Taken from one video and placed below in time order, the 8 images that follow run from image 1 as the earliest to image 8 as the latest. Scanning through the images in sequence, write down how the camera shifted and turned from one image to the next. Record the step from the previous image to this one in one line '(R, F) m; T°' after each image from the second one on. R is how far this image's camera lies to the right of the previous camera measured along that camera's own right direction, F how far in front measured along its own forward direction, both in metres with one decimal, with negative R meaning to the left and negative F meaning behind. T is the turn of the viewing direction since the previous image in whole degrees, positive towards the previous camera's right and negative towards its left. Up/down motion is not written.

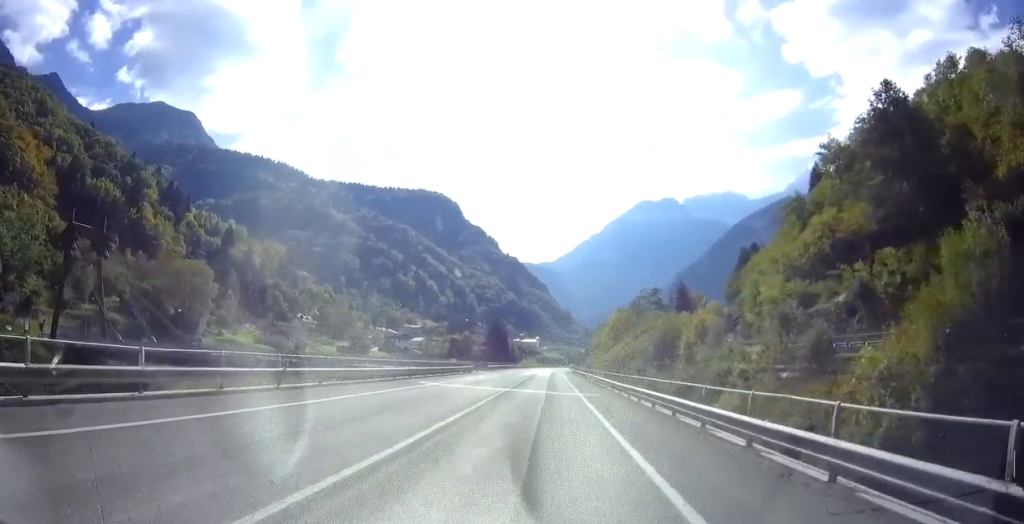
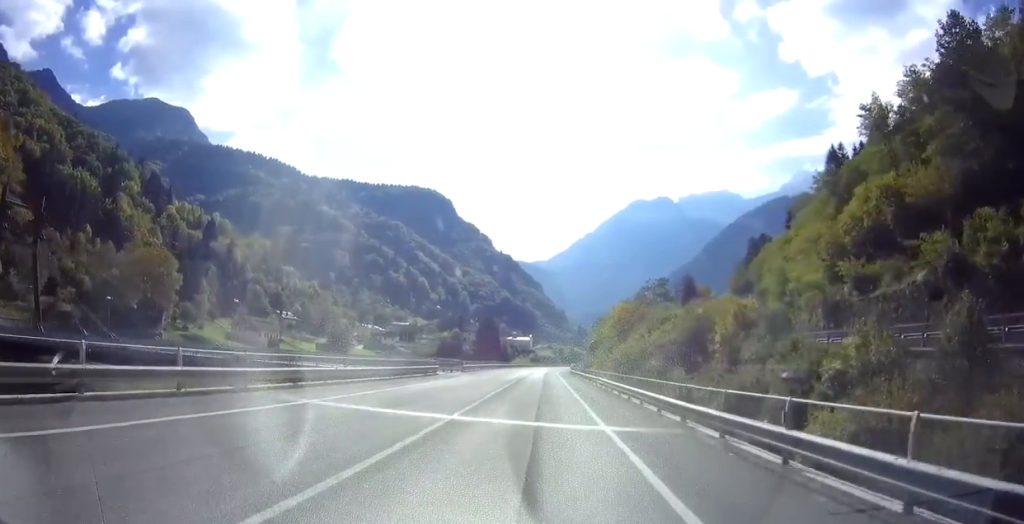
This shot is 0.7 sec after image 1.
(0.0, +14.4) m; 0°
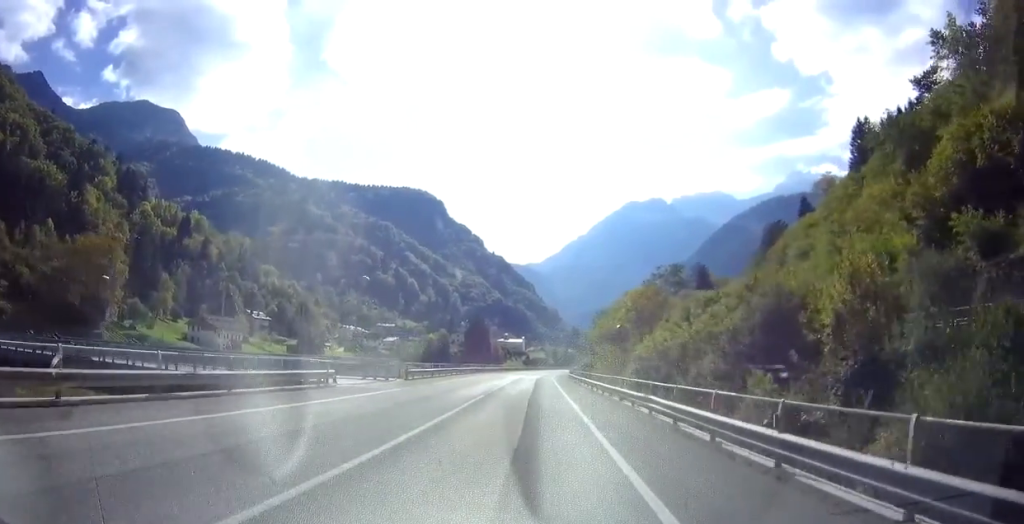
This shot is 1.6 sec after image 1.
(+0.1, +19.4) m; 0°
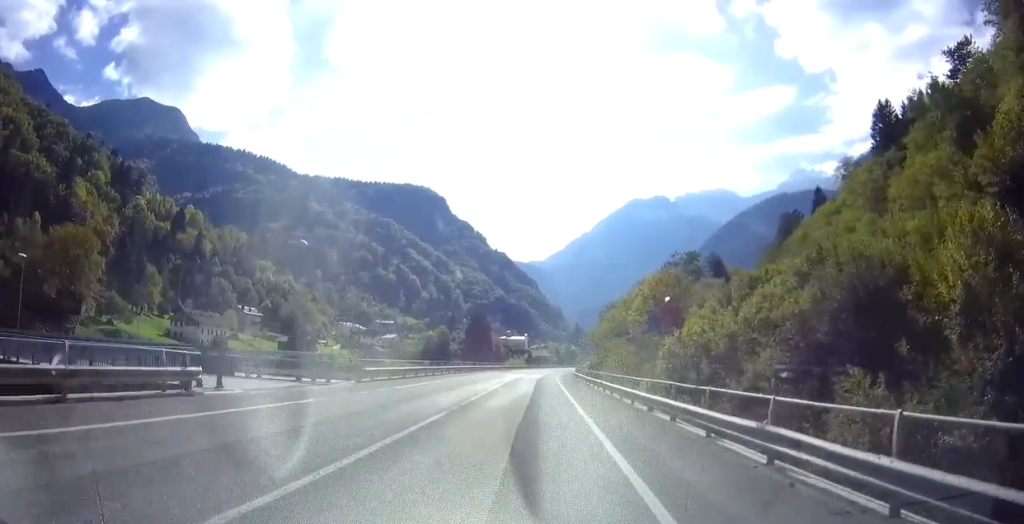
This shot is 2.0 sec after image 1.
(0.0, +9.3) m; 0°
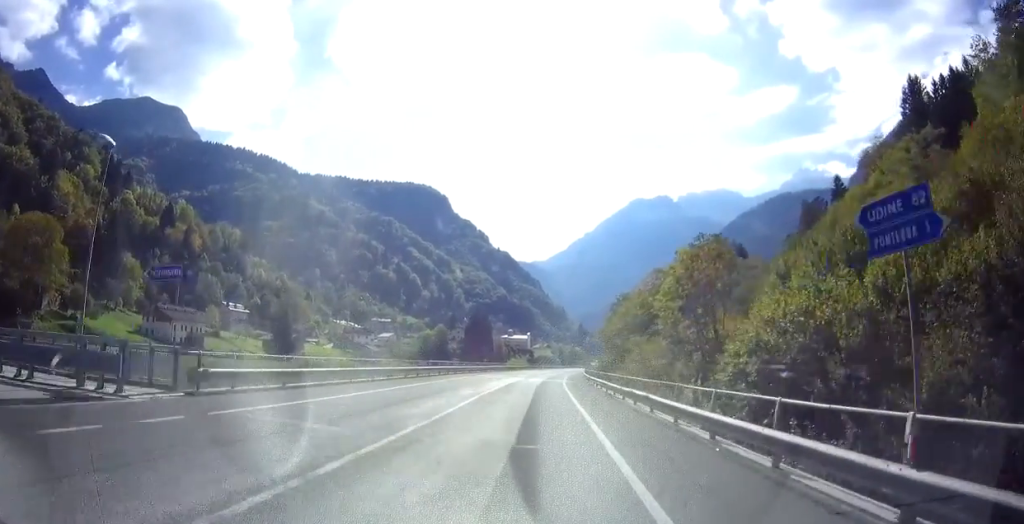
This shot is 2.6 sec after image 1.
(0.0, +12.9) m; 0°
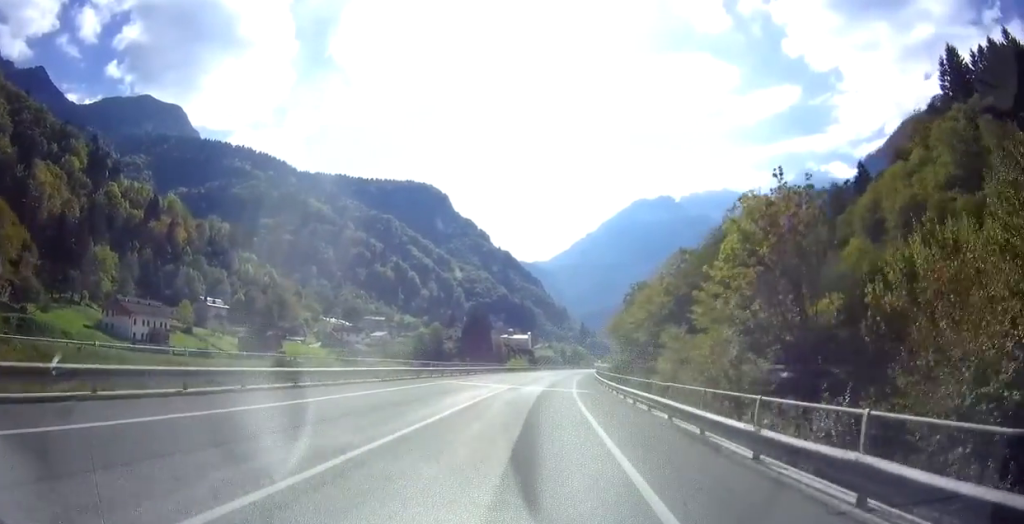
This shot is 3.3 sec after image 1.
(+0.1, +15.7) m; 0°
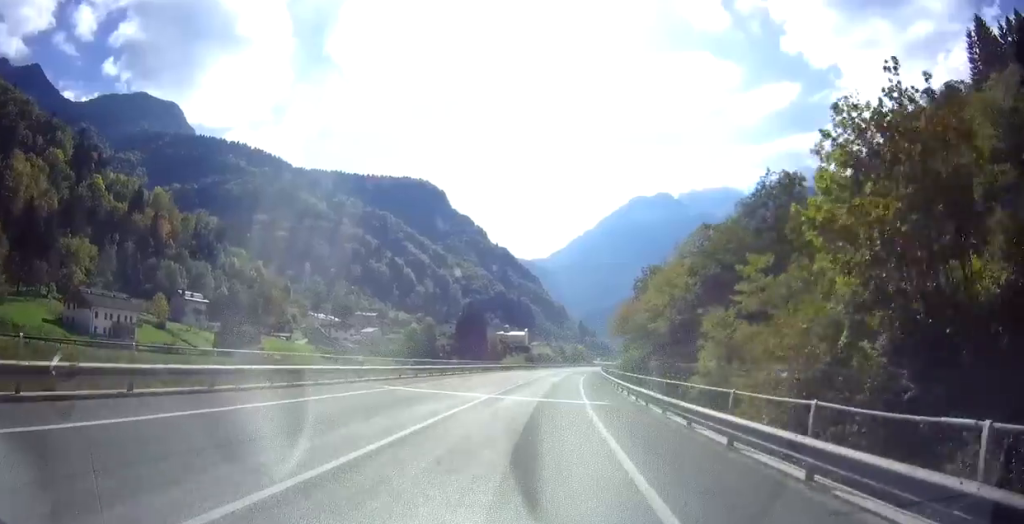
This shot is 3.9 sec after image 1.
(0.0, +11.4) m; 0°
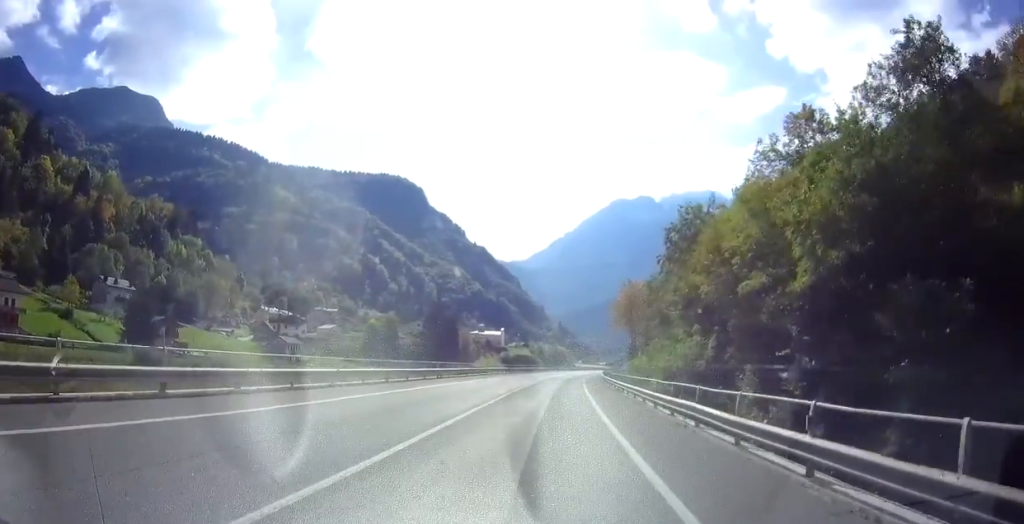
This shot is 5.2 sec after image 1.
(+0.3, +27.9) m; +2°
